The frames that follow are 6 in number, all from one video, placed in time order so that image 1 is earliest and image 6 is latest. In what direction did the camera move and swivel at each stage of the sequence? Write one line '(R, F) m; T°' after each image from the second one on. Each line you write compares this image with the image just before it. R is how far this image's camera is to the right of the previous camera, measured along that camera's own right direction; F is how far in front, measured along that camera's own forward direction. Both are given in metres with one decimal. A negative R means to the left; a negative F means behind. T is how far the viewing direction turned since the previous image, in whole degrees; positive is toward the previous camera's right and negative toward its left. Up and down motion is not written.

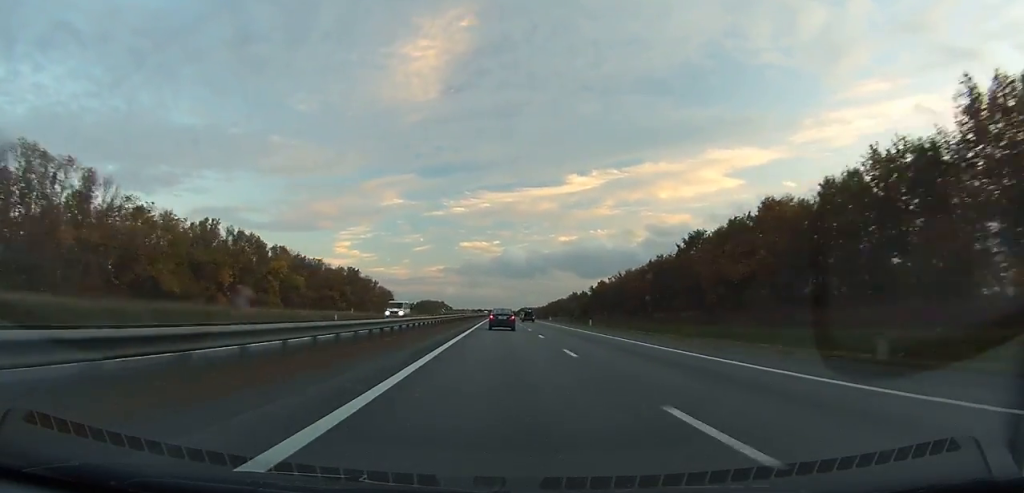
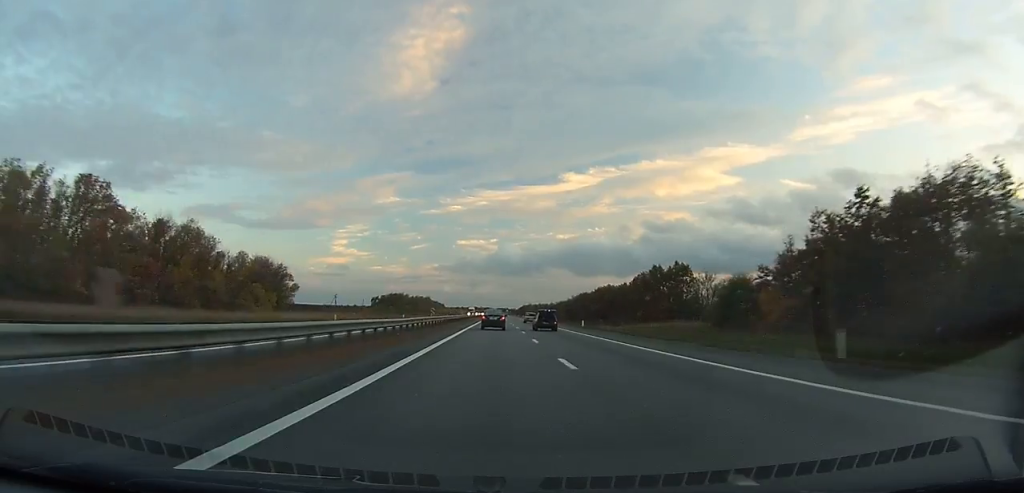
(+0.2, +141.6) m; 0°
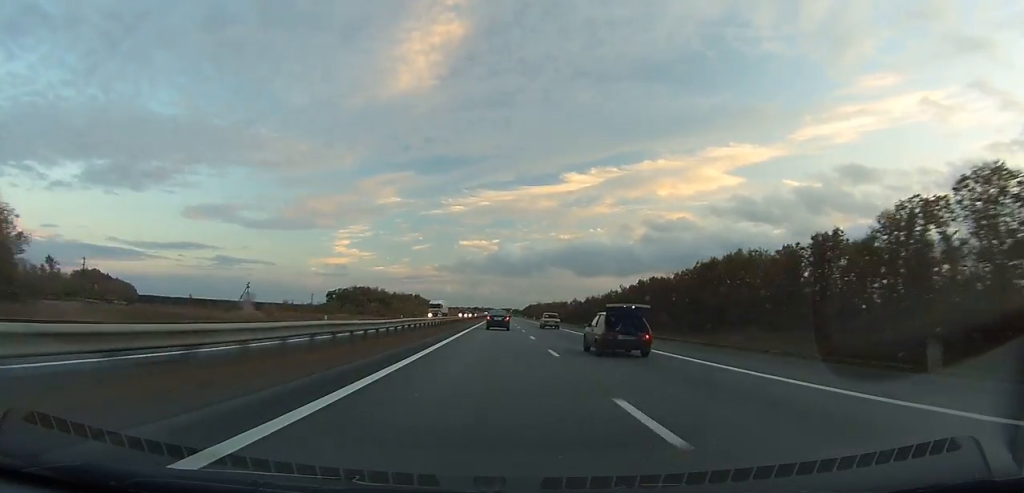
(+0.1, +95.0) m; 0°
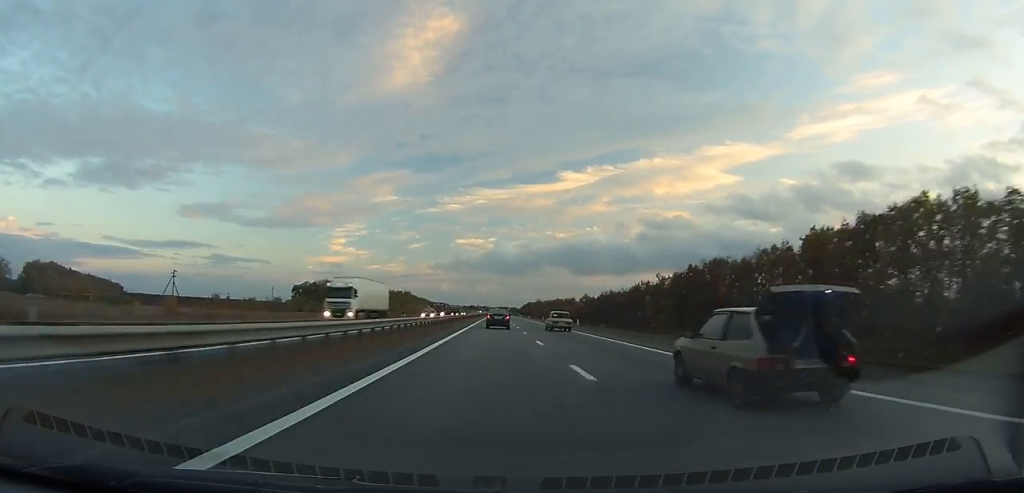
(0.0, +37.6) m; 0°
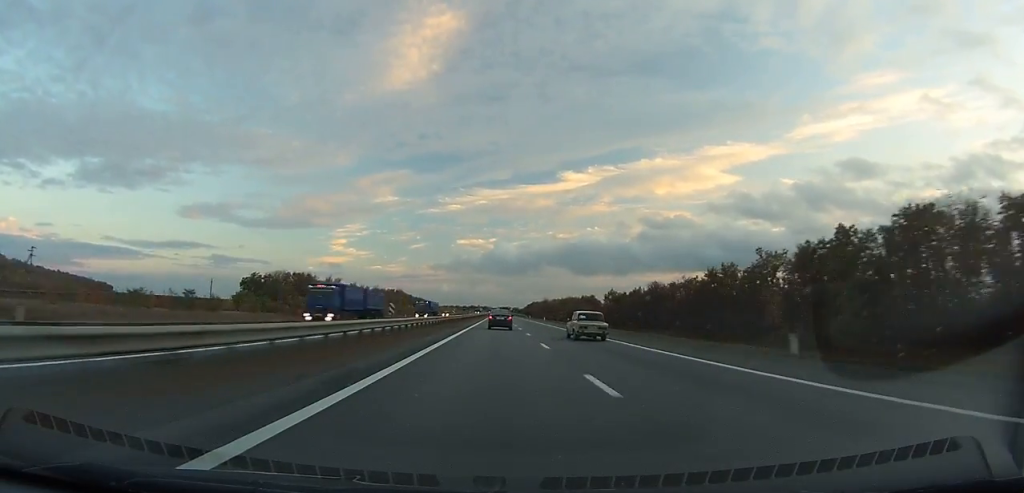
(+0.1, +47.7) m; 0°
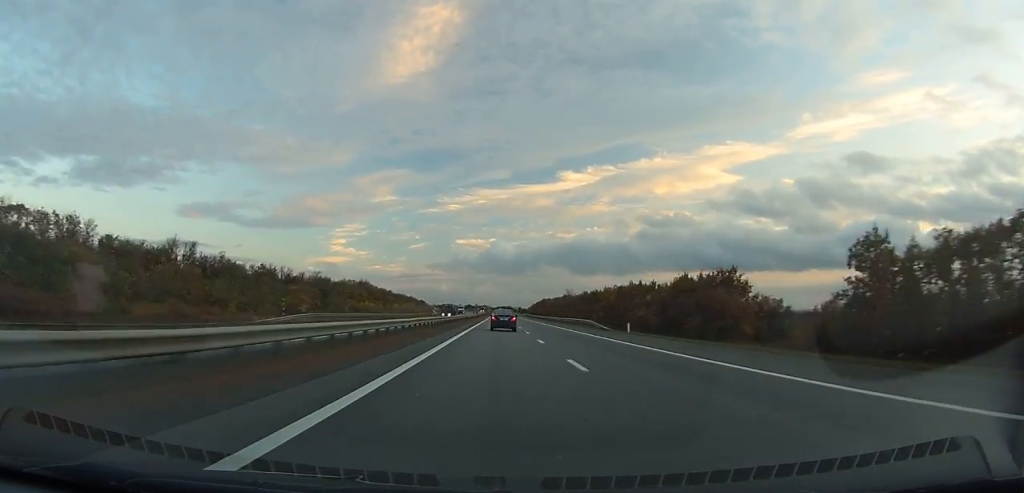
(-0.1, +124.5) m; 0°
